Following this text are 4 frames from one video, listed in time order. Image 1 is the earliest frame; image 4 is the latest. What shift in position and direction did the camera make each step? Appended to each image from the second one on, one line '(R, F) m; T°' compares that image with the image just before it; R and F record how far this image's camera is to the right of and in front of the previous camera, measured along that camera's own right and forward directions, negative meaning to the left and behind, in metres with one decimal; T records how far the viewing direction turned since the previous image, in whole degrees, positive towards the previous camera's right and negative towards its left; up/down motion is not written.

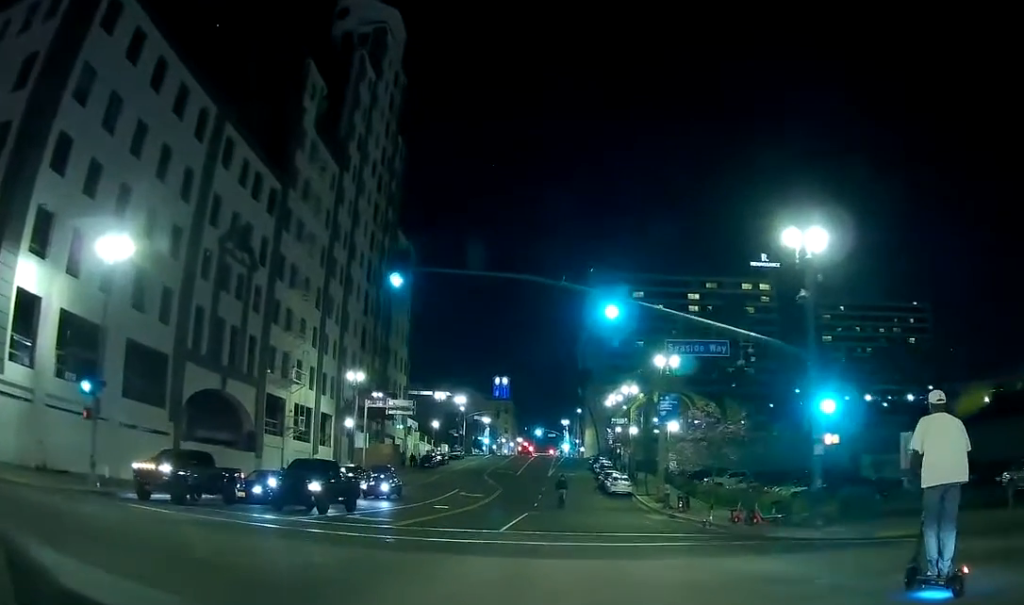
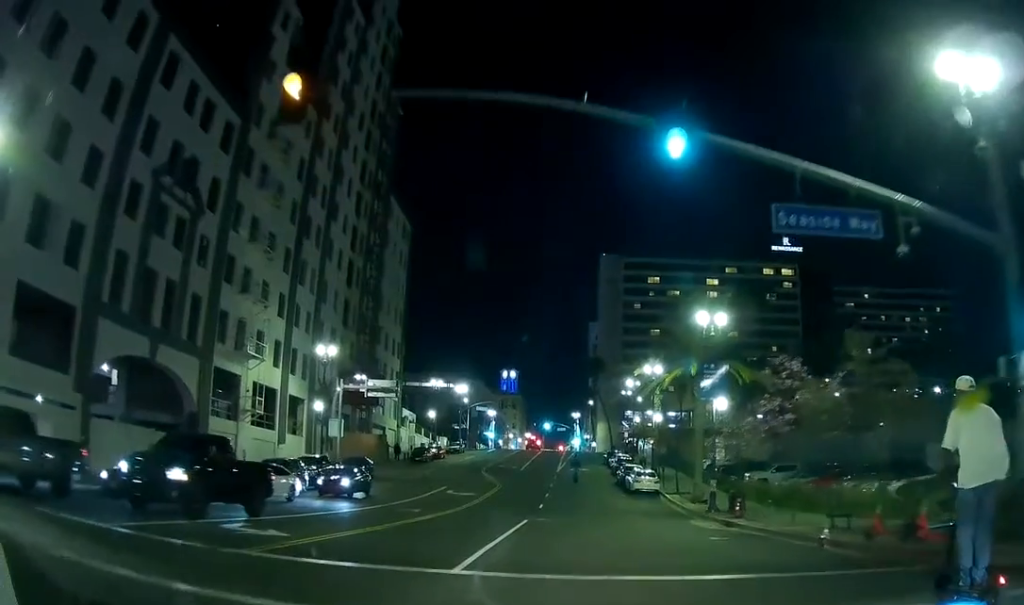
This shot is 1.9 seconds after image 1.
(+0.6, +8.2) m; +7°
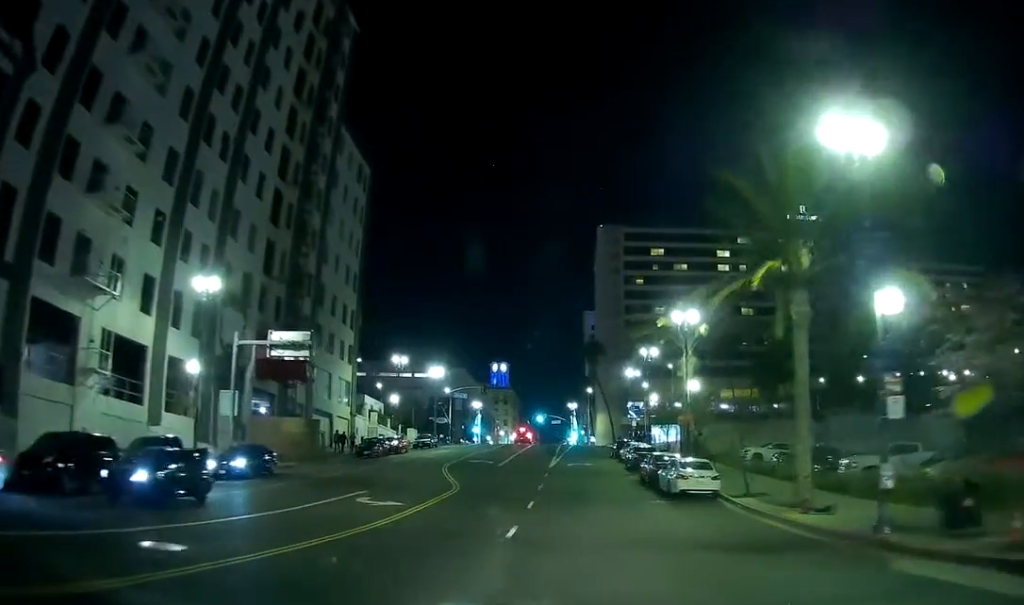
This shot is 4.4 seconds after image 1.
(-0.1, +17.1) m; 0°
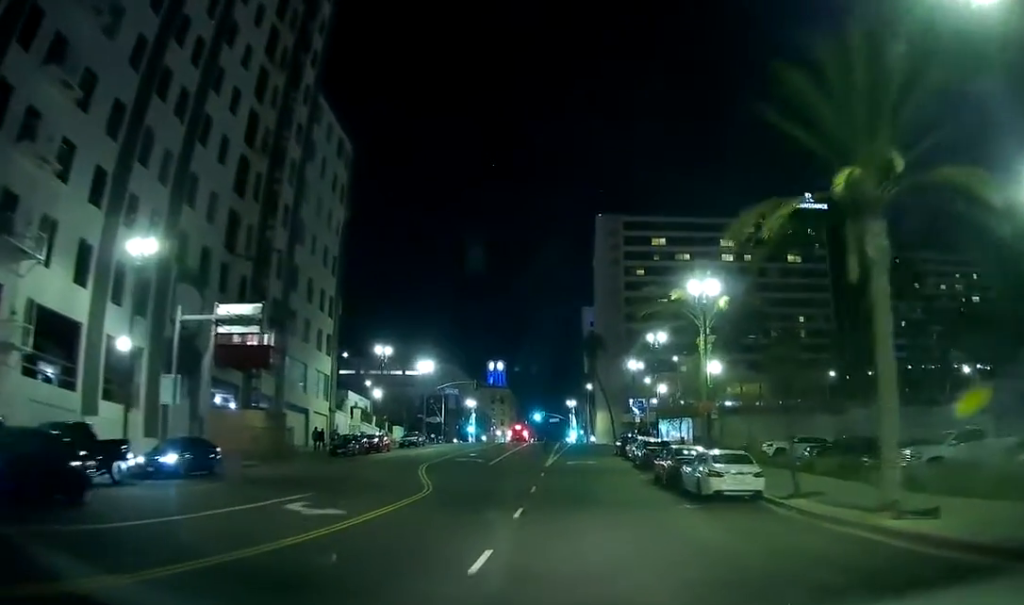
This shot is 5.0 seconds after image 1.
(0.0, +6.3) m; 0°
